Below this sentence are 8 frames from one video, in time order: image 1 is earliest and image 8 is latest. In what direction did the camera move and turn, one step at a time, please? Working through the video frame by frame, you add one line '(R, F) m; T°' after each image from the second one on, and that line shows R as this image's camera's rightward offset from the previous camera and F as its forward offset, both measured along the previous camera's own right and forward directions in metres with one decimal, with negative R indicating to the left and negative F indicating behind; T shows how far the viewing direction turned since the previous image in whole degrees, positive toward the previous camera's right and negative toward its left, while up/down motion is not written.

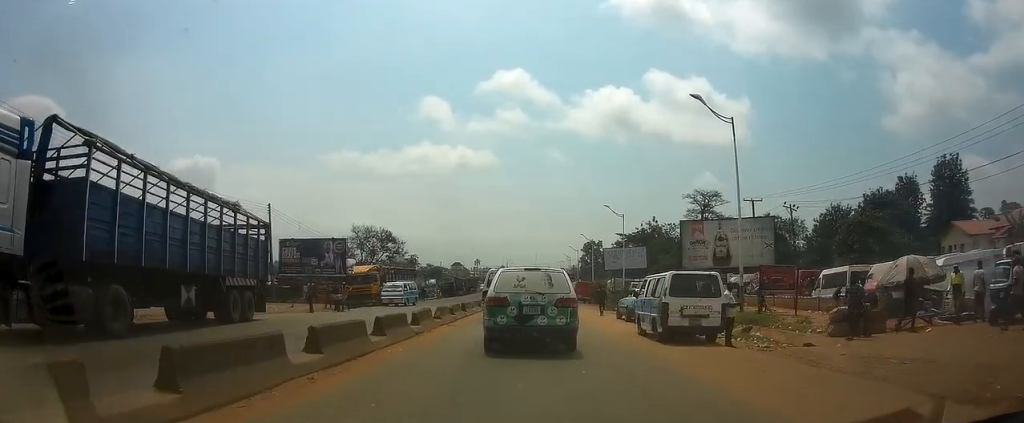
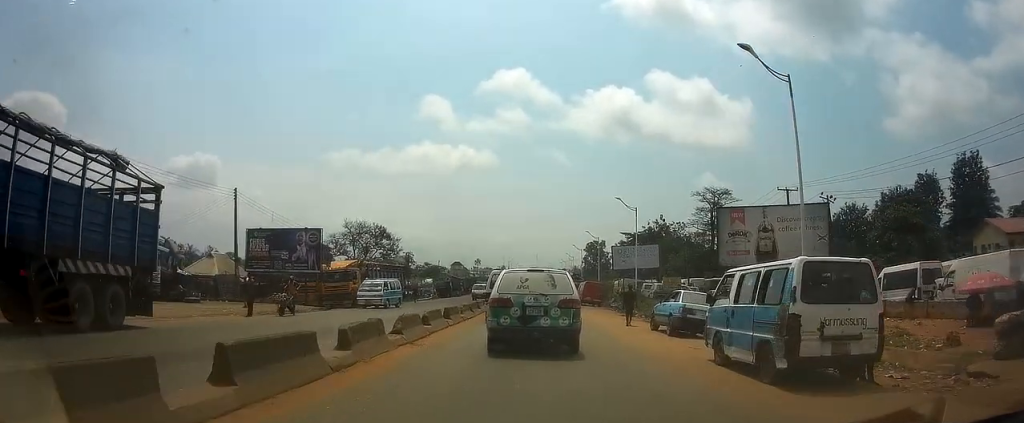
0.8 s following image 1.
(0.0, +6.7) m; 0°
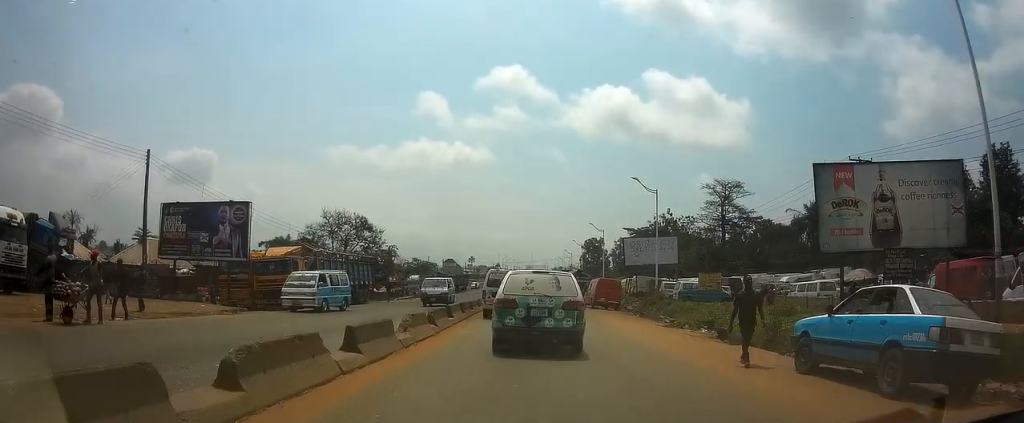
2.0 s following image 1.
(0.0, +11.2) m; +1°
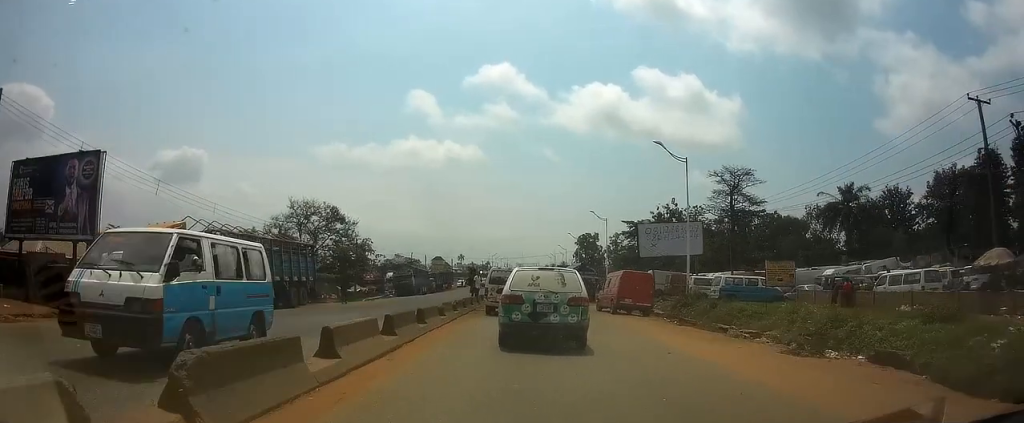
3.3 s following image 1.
(+0.1, +12.2) m; +1°
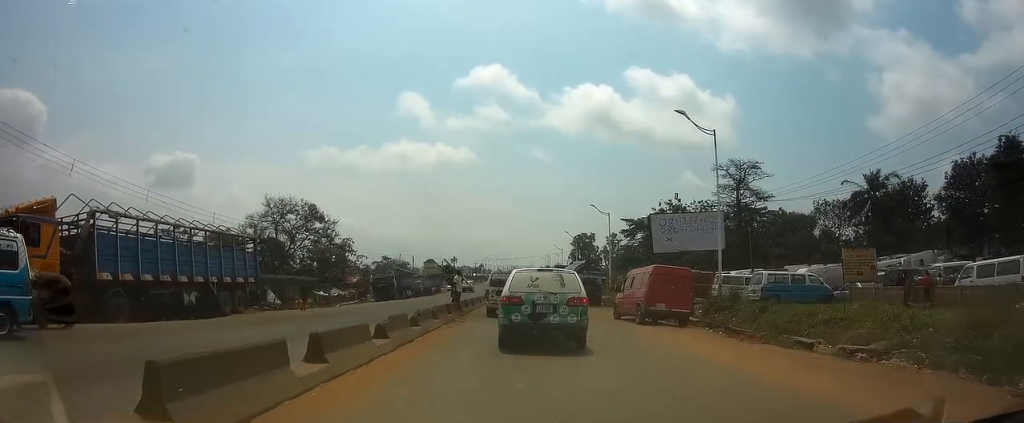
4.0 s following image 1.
(0.0, +7.5) m; 0°
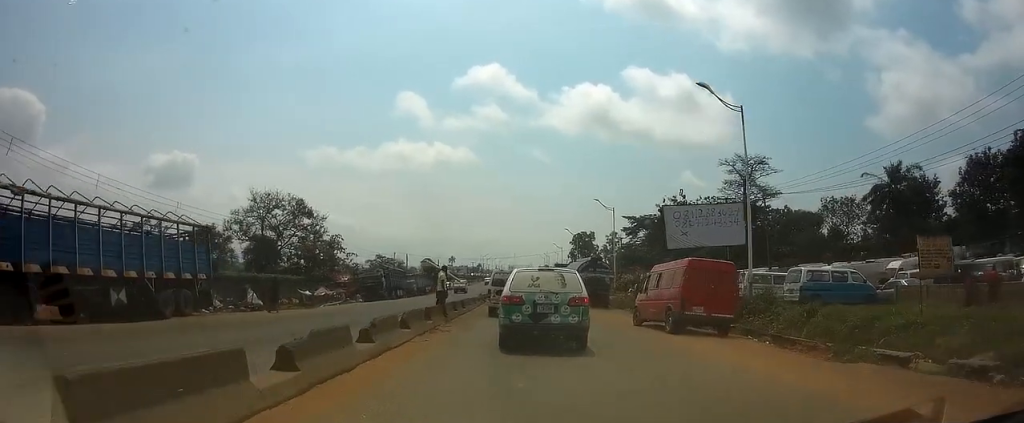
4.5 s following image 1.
(0.0, +4.7) m; 0°
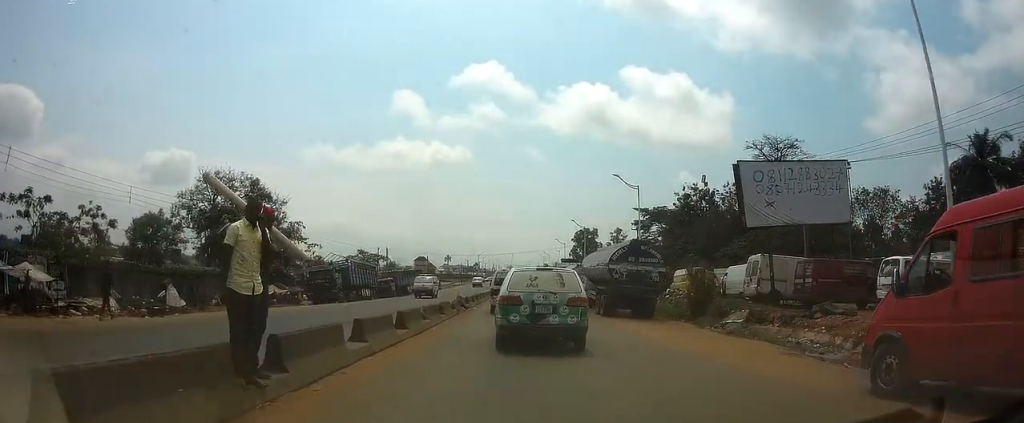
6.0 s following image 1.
(+0.1, +14.5) m; +1°
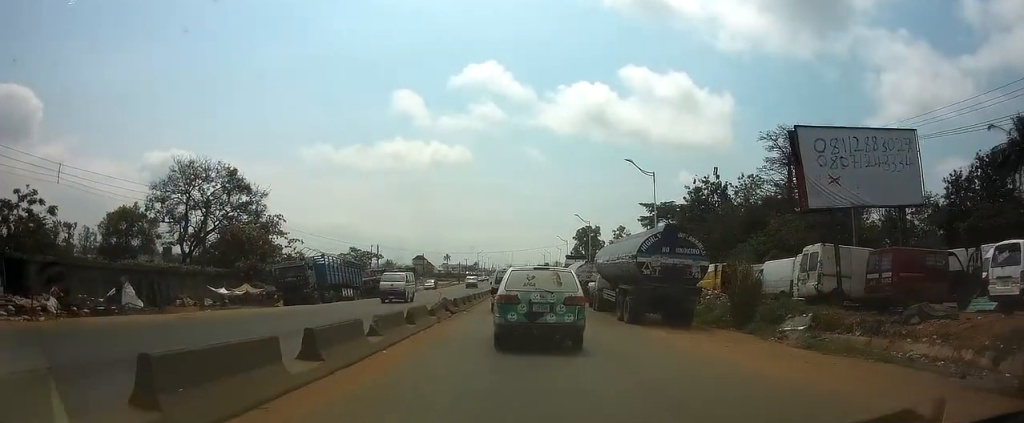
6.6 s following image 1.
(0.0, +6.2) m; 0°
